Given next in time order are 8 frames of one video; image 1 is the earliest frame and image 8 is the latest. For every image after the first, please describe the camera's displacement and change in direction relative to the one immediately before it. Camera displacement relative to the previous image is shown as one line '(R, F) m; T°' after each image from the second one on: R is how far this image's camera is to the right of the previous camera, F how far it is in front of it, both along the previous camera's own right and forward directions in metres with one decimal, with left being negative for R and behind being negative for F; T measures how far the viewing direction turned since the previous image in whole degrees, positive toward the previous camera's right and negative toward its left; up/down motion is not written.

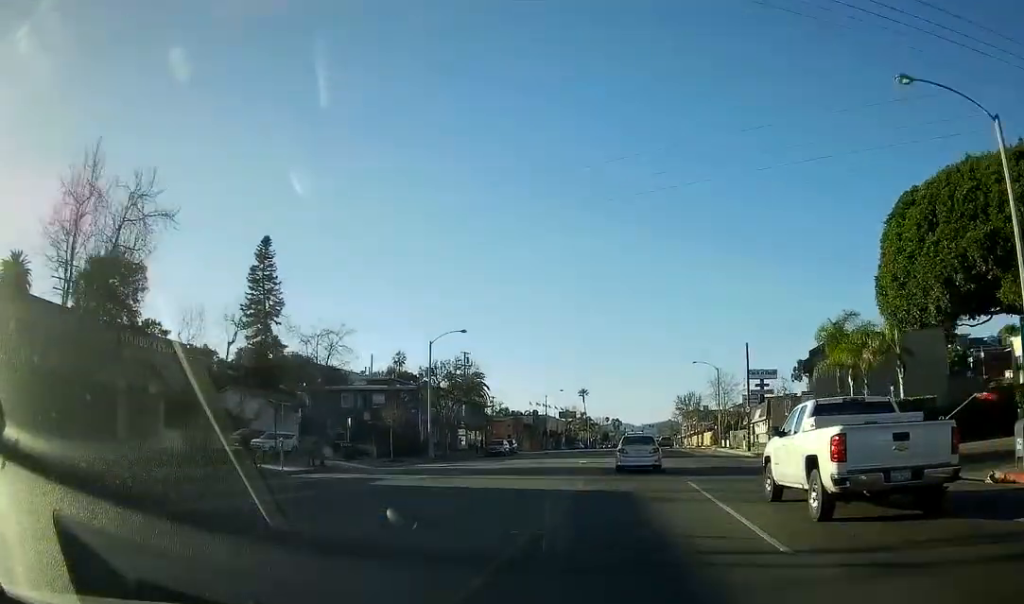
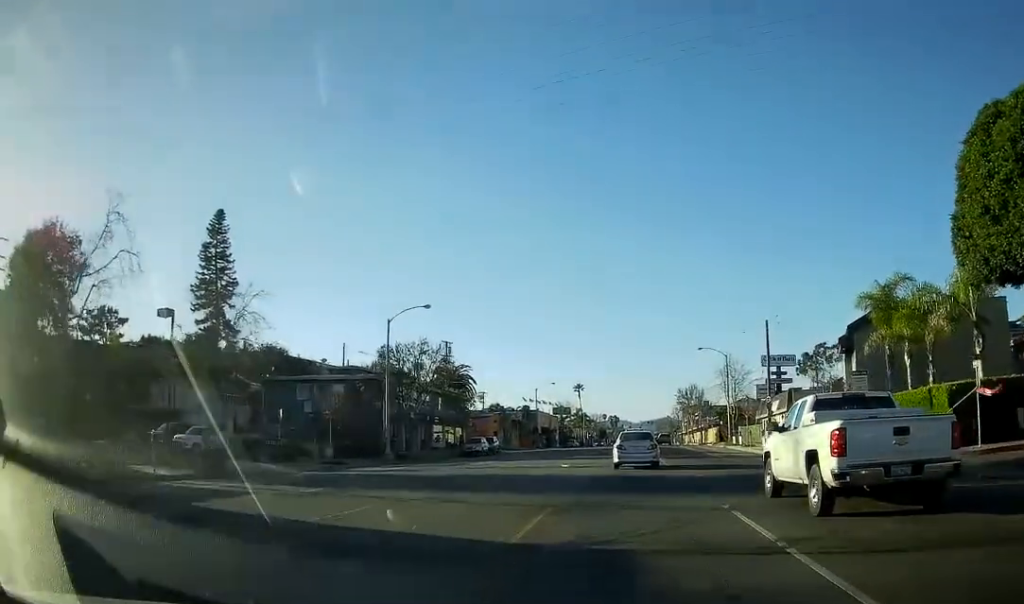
(-0.1, +9.9) m; -1°
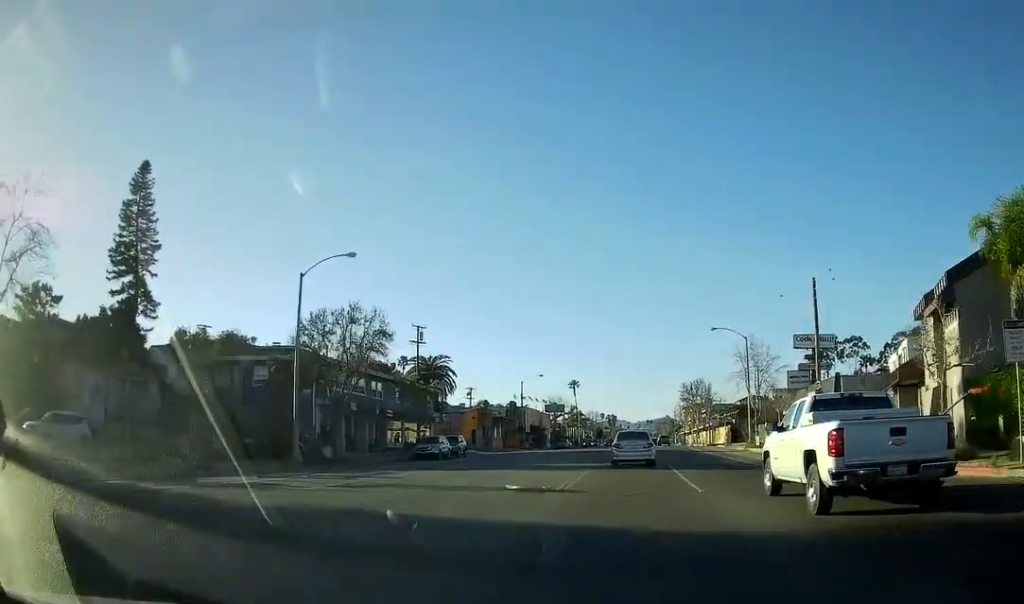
(-0.2, +13.9) m; 0°
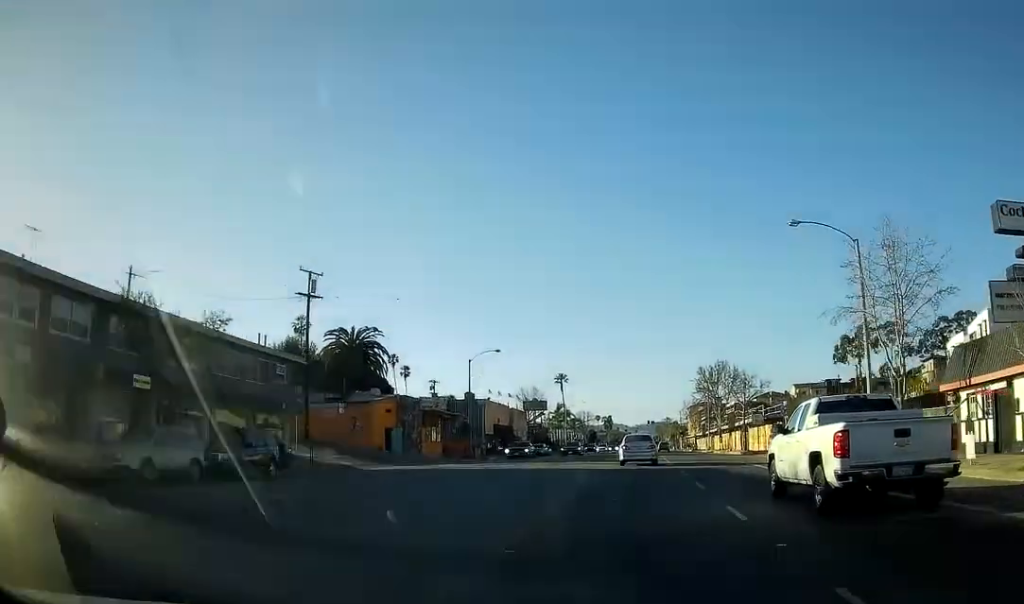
(+1.1, +31.8) m; +3°
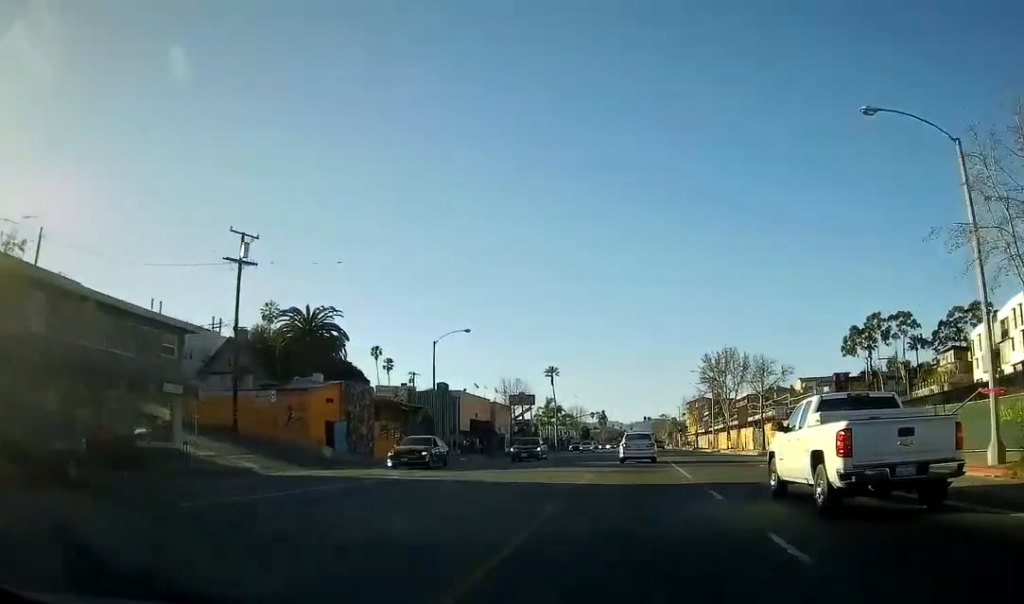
(-0.2, +11.3) m; -1°
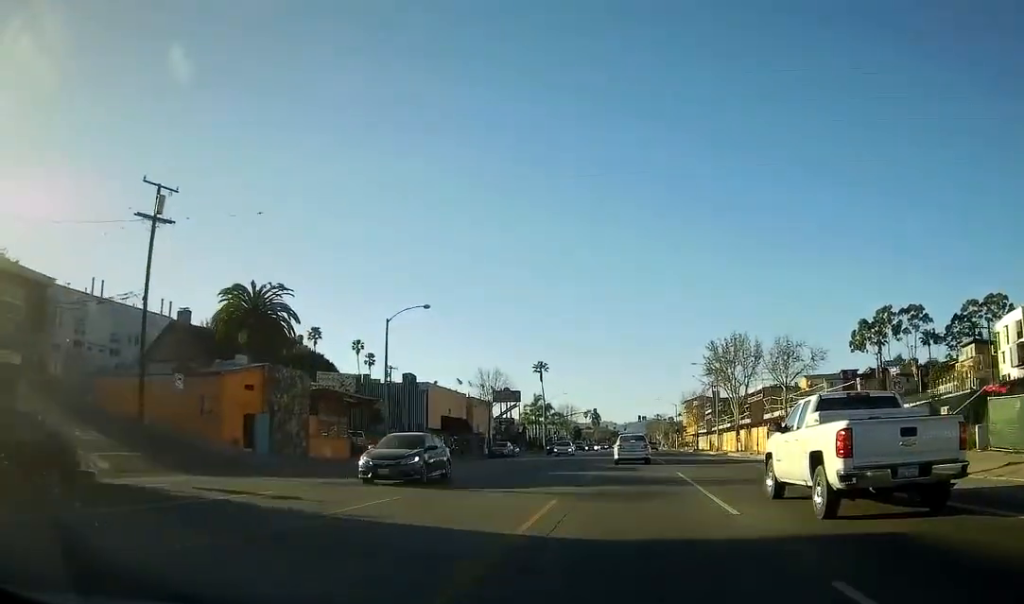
(0.0, +10.1) m; 0°
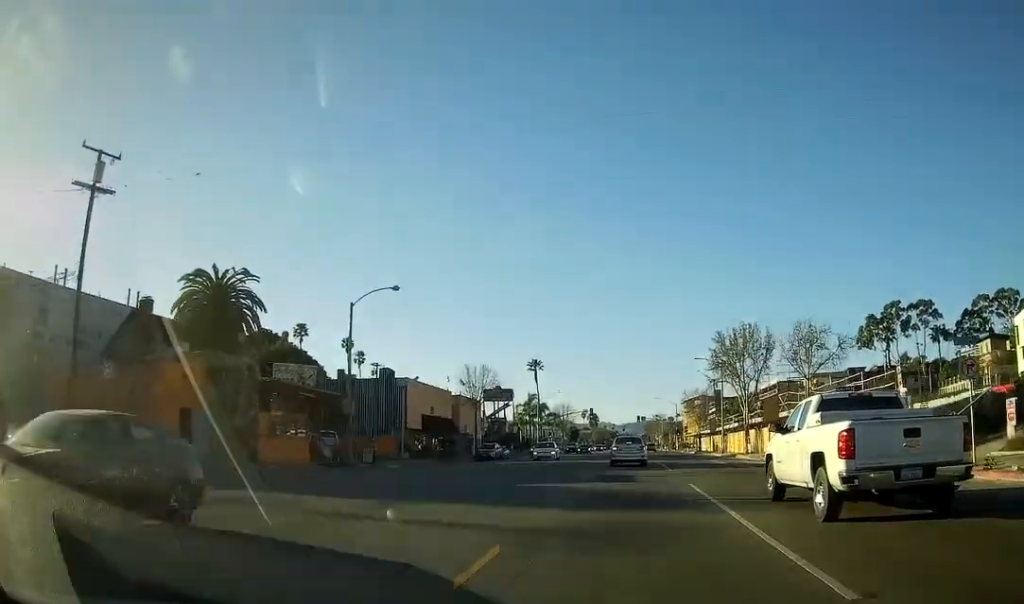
(0.0, +6.5) m; 0°
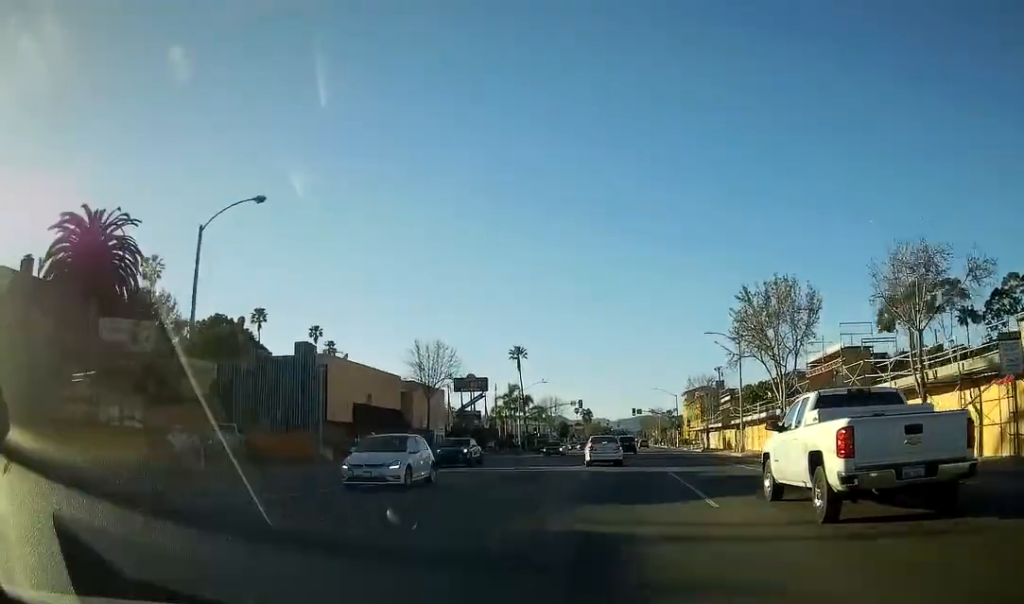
(+0.2, +16.6) m; +1°
